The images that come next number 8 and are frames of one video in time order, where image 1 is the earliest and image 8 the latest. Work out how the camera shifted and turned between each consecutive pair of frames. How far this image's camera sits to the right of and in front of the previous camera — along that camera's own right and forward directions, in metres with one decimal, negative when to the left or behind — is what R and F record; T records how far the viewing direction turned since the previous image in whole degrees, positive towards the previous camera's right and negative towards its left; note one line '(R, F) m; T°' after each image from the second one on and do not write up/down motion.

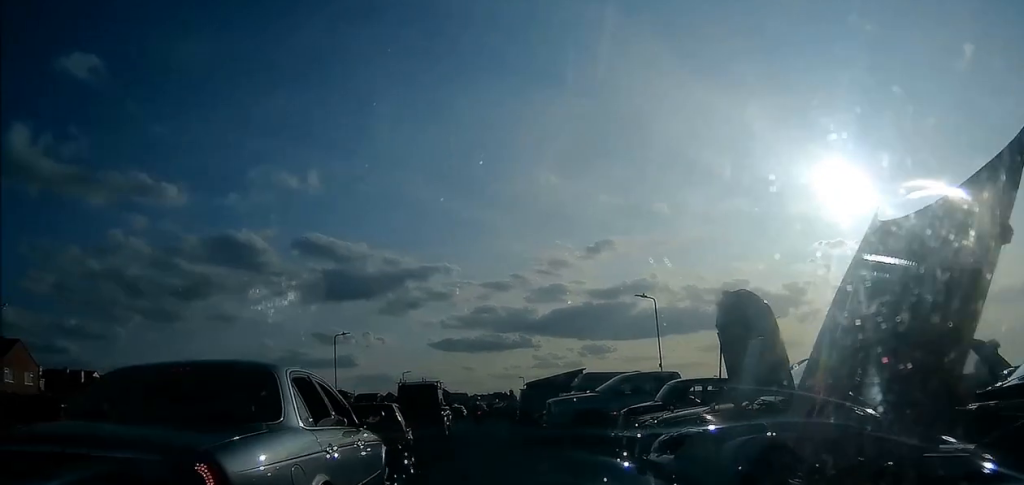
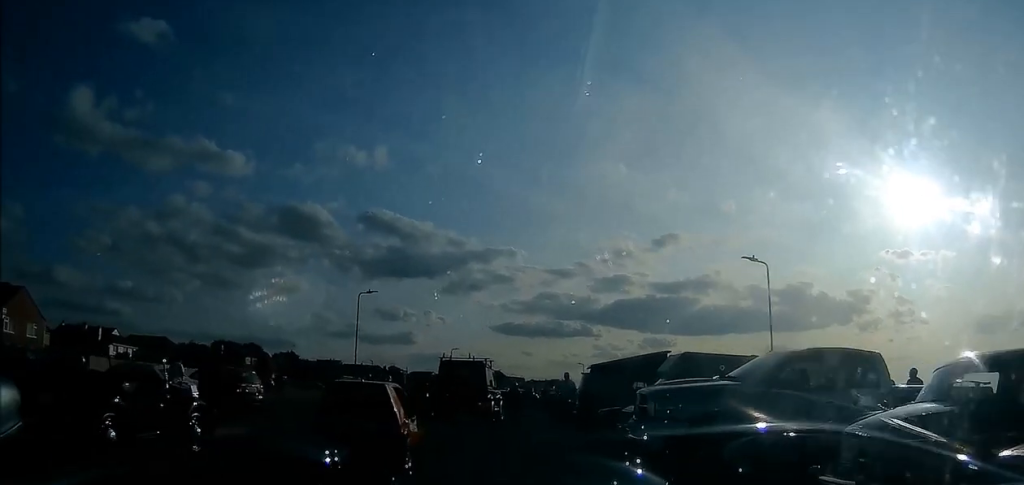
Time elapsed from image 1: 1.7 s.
(0.0, +5.9) m; +1°
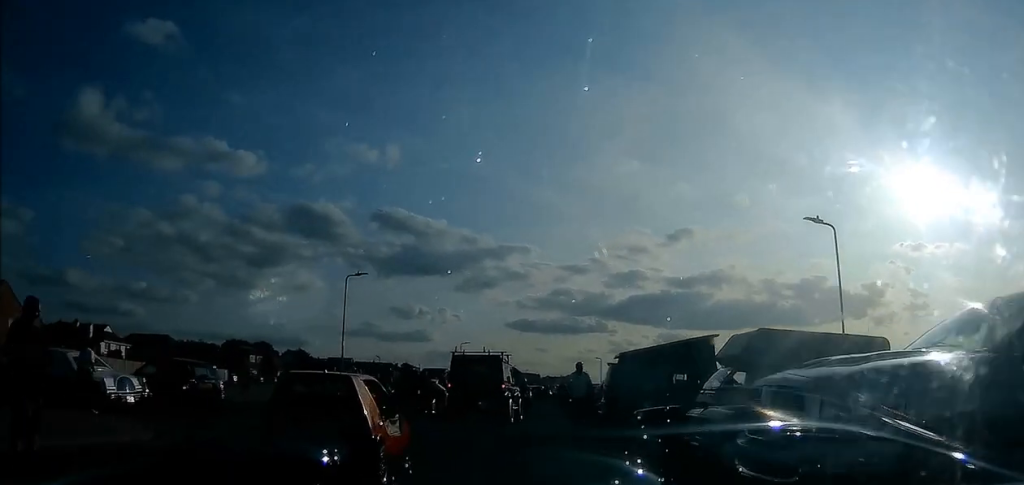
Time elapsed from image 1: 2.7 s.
(+0.1, +3.8) m; +3°
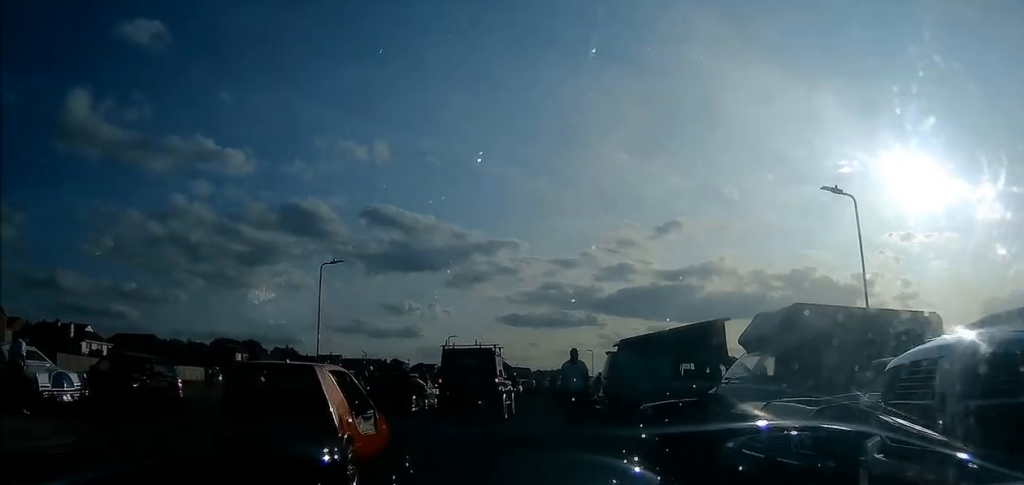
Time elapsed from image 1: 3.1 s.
(0.0, +2.2) m; +2°
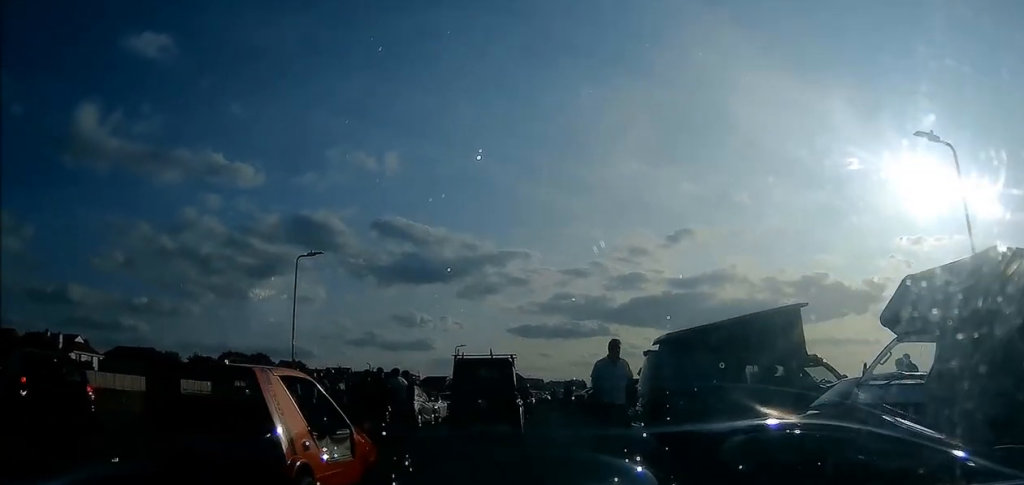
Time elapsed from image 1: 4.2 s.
(+0.3, +4.5) m; +1°
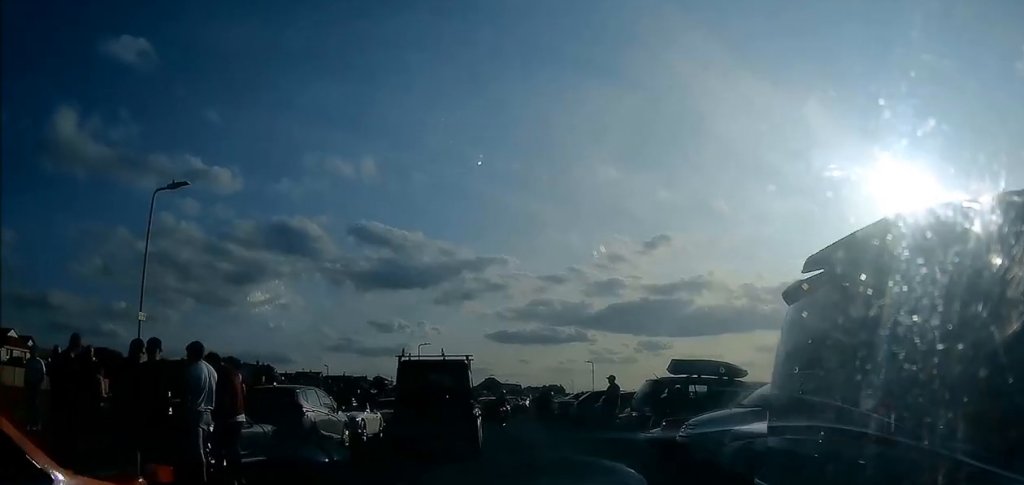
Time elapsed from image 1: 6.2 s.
(-0.4, +9.2) m; -3°
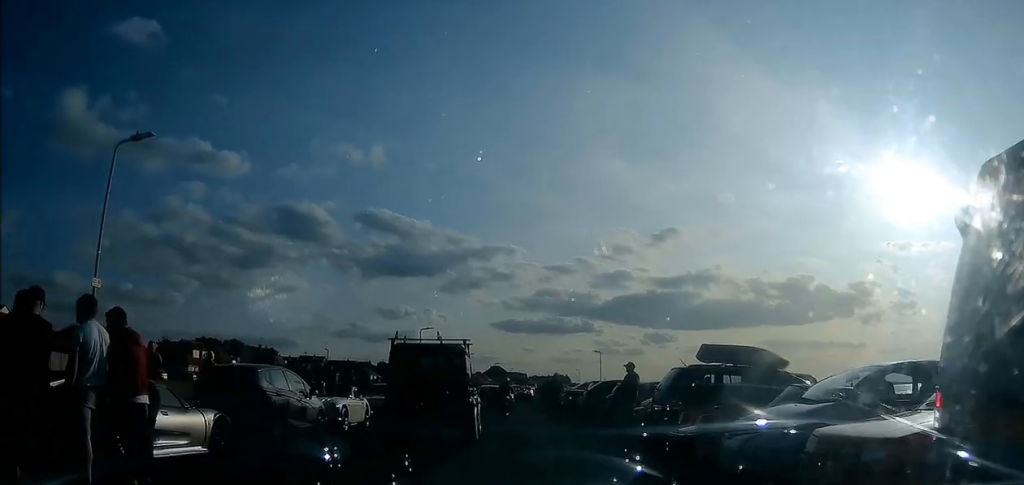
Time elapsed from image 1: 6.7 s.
(0.0, +2.2) m; -1°
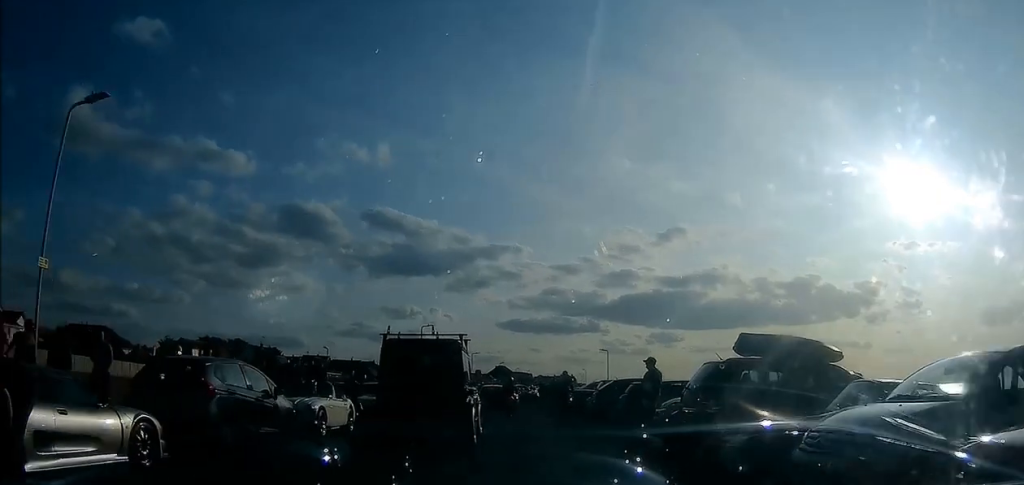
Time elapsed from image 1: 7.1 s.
(0.0, +2.0) m; -1°
